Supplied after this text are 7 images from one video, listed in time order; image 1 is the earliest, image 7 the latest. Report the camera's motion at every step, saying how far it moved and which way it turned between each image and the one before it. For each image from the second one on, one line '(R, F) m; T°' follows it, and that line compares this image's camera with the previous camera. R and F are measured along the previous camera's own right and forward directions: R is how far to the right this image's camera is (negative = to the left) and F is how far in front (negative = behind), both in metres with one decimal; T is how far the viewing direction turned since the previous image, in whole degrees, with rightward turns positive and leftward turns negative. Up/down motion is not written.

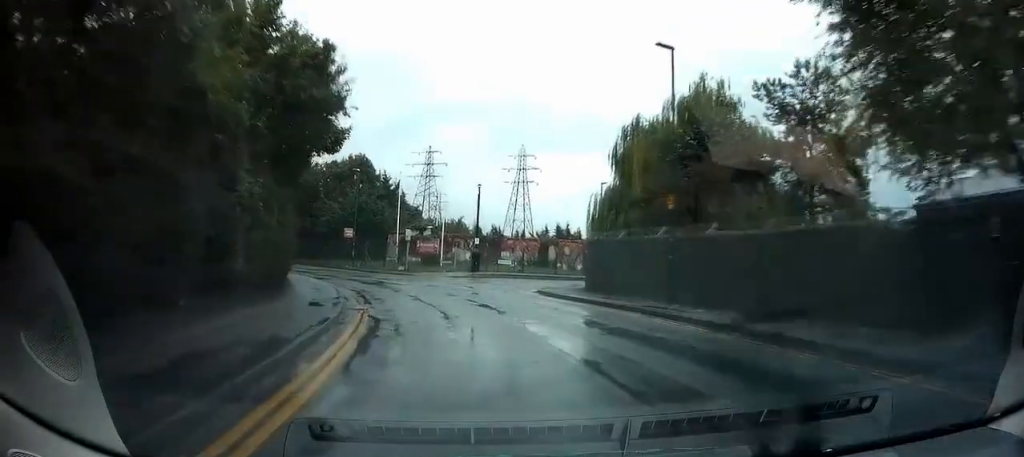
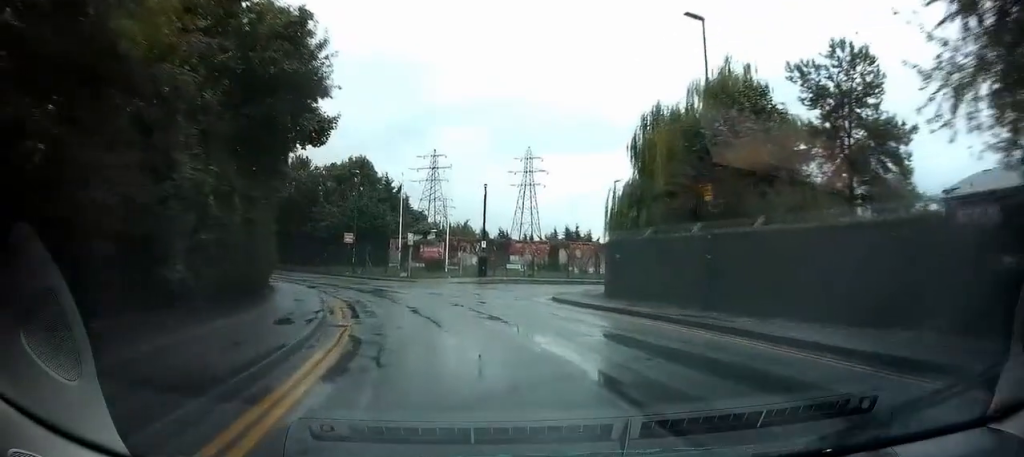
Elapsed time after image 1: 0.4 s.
(0.0, +3.1) m; -1°
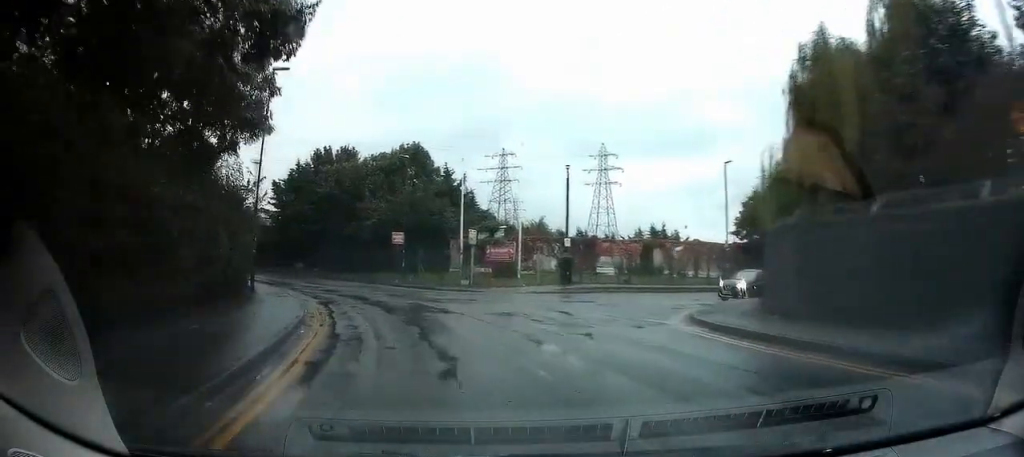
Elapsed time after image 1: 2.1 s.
(-0.5, +10.1) m; -7°
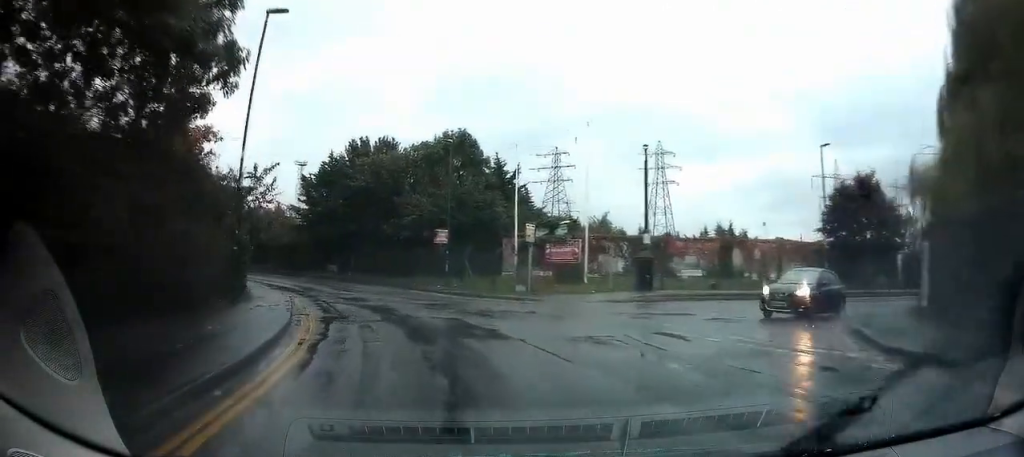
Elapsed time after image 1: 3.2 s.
(-0.3, +6.2) m; -5°
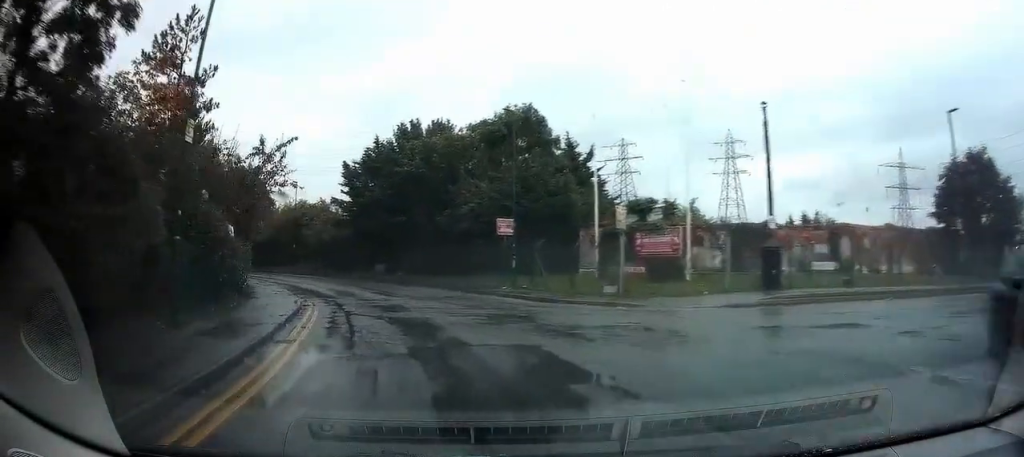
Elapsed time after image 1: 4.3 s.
(-0.2, +6.0) m; -5°
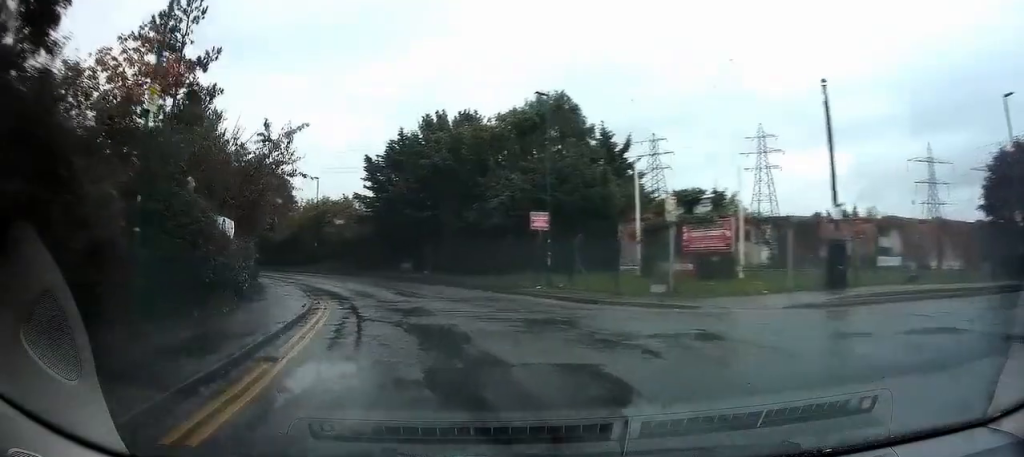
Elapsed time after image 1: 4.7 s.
(0.0, +2.1) m; -2°
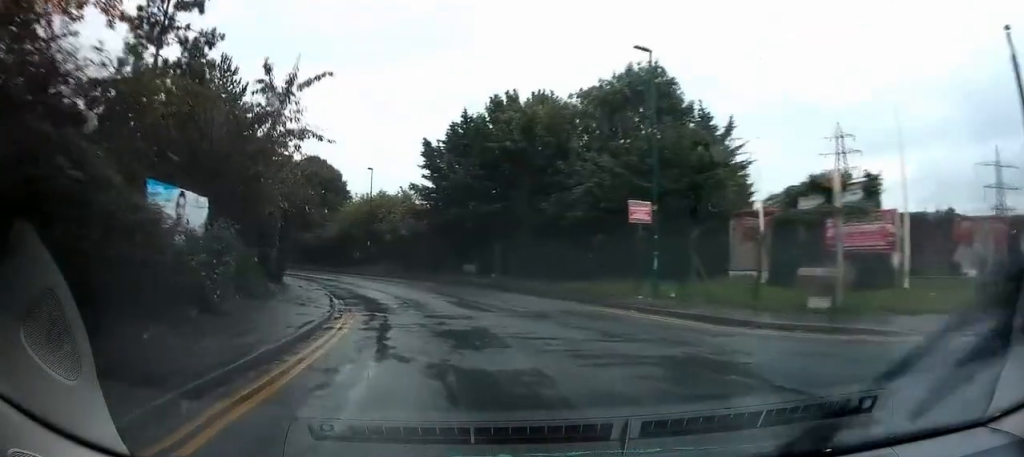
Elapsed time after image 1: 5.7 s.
(-0.4, +5.6) m; -6°
